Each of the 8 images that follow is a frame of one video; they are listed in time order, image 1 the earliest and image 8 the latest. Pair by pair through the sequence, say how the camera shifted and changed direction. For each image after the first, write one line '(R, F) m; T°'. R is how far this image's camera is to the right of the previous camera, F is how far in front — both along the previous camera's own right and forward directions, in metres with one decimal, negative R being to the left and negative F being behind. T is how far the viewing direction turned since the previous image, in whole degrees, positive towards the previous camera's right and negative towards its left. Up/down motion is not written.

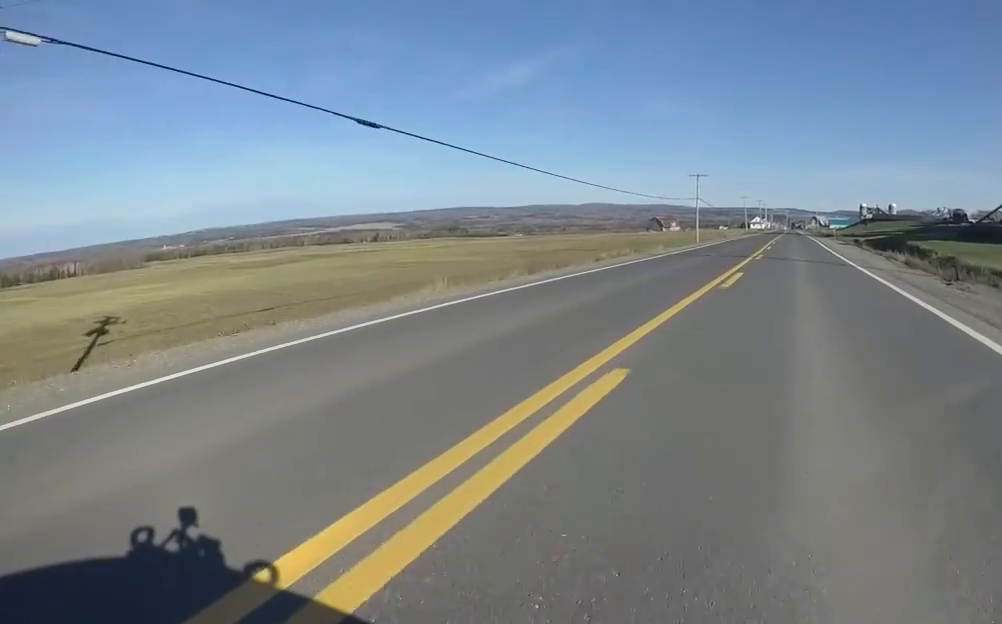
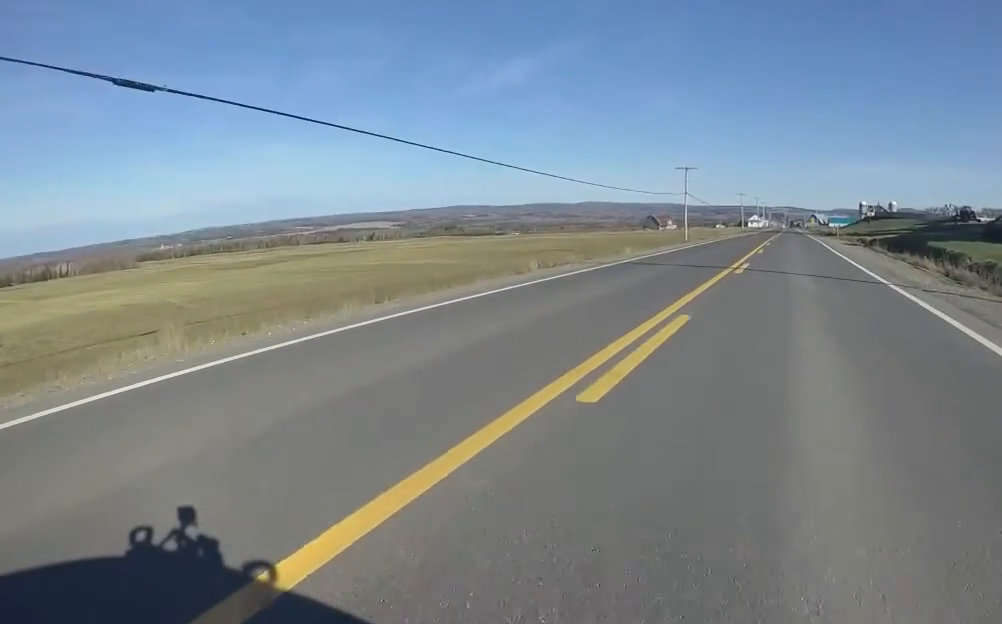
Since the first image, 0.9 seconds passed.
(-0.3, +6.6) m; -3°
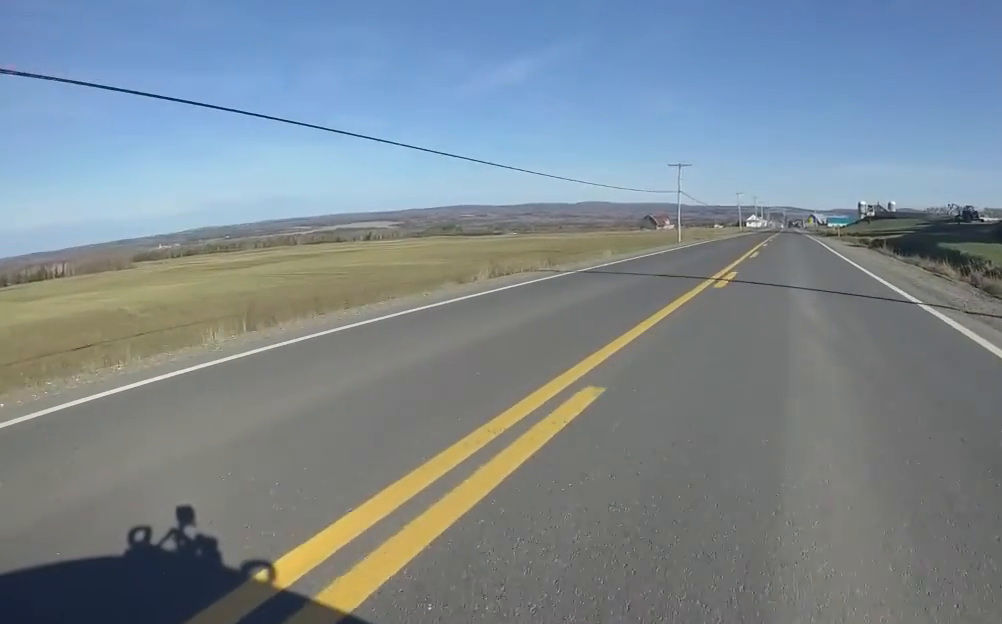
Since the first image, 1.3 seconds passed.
(-0.4, +2.9) m; +3°
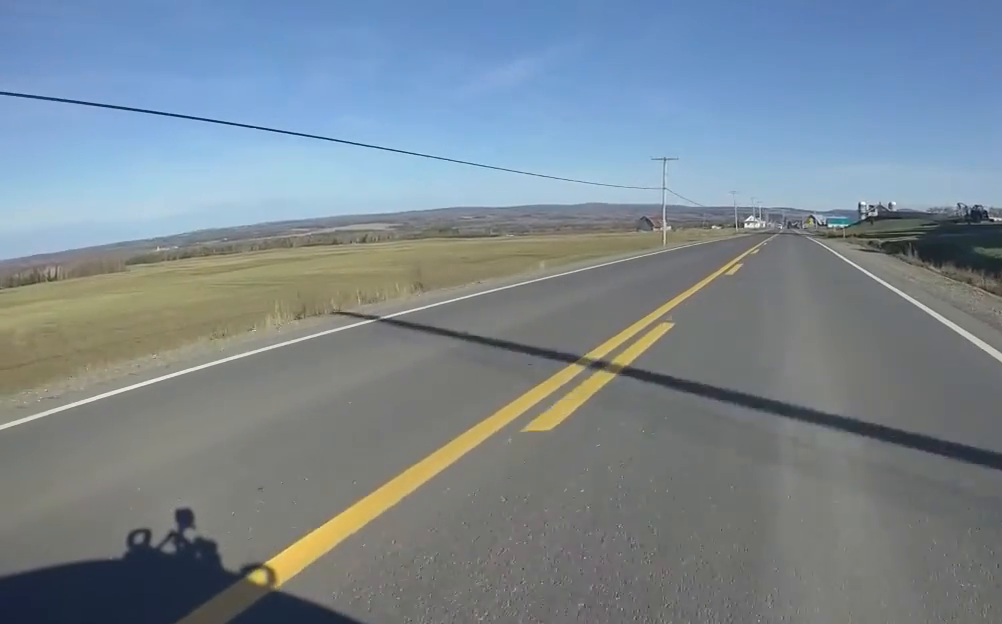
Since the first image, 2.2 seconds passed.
(+0.7, +6.4) m; +3°
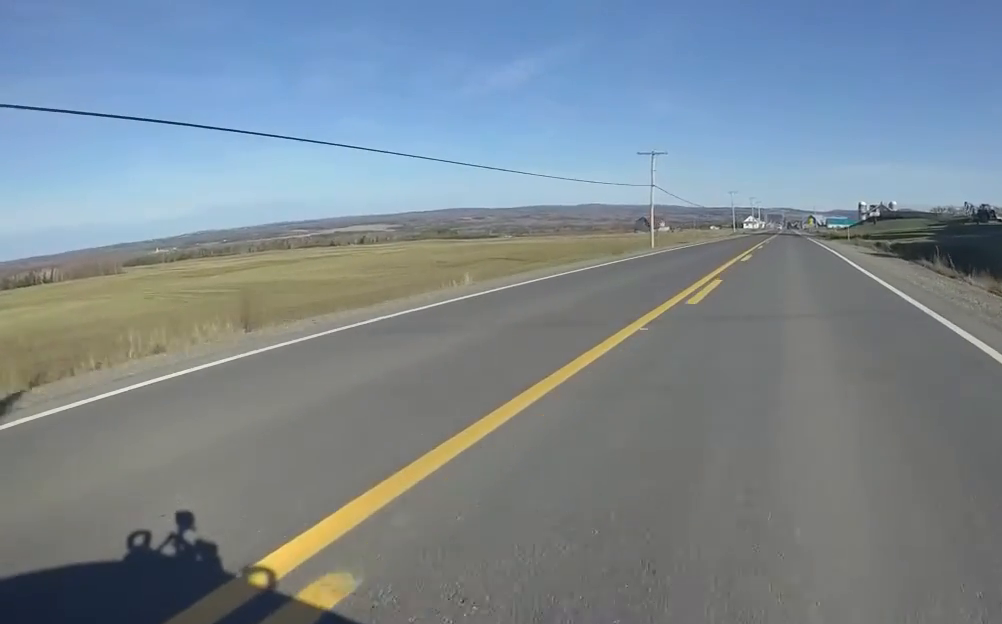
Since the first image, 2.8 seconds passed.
(+0.4, +4.3) m; -1°
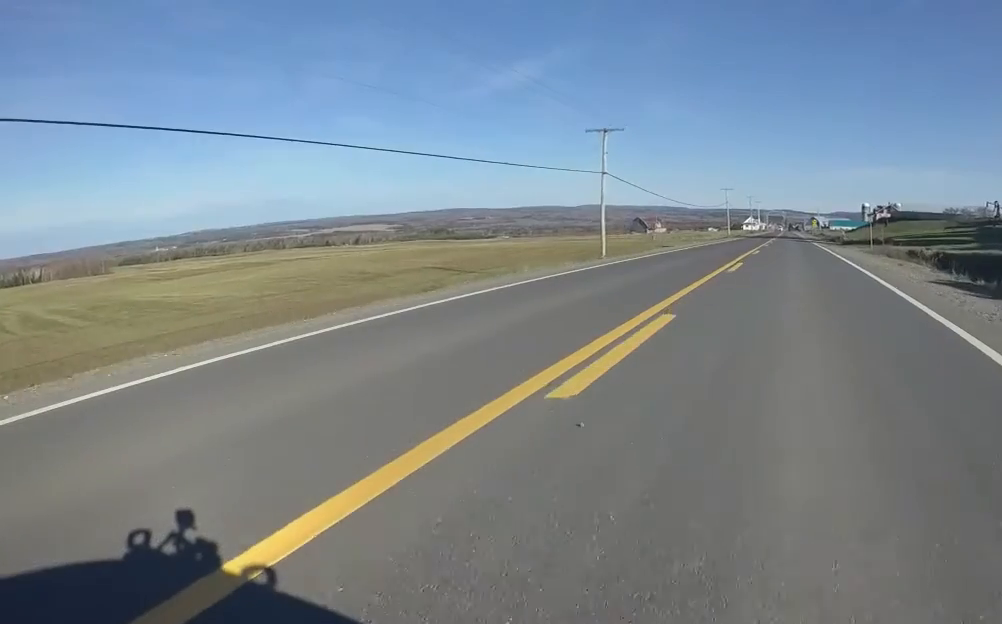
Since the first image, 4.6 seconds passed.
(-1.5, +13.0) m; +1°
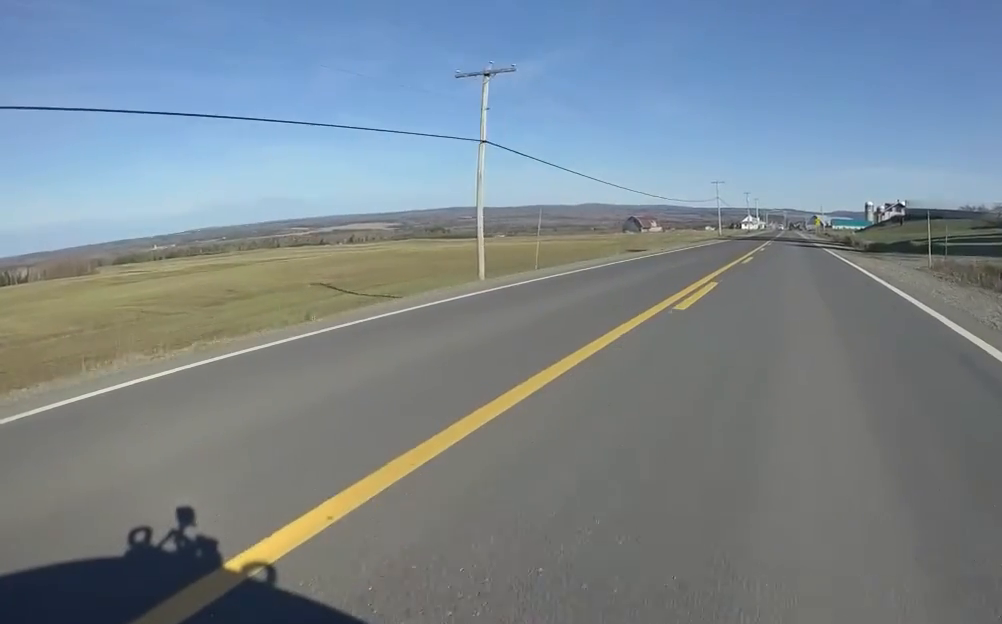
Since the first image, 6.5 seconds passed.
(+0.1, +14.4) m; -7°
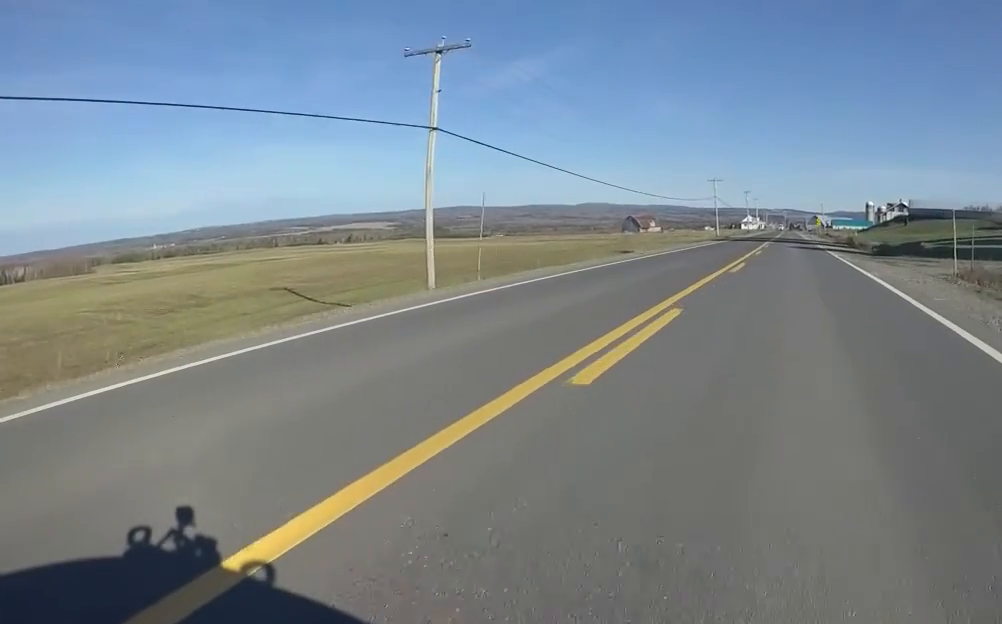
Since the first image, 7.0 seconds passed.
(-0.2, +3.2) m; +2°
